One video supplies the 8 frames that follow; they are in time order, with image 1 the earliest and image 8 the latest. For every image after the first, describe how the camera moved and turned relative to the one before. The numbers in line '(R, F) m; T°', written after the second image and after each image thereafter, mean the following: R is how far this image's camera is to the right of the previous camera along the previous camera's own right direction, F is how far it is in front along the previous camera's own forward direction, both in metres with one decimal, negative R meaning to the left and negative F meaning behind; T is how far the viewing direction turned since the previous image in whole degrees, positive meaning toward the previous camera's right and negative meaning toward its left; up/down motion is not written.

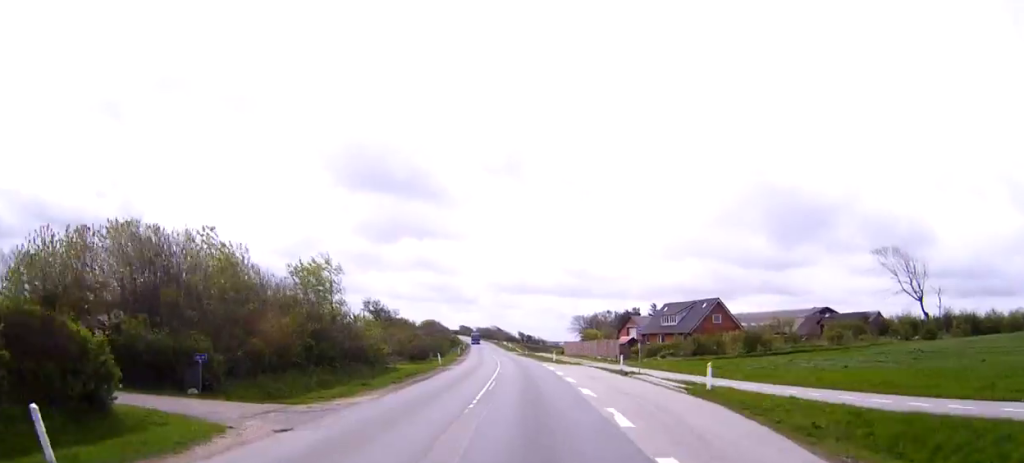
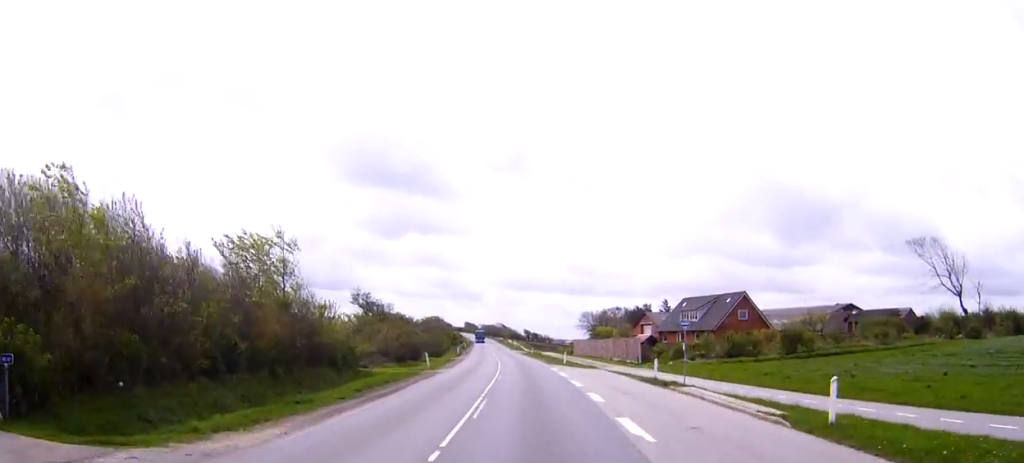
(-0.2, +10.1) m; -1°
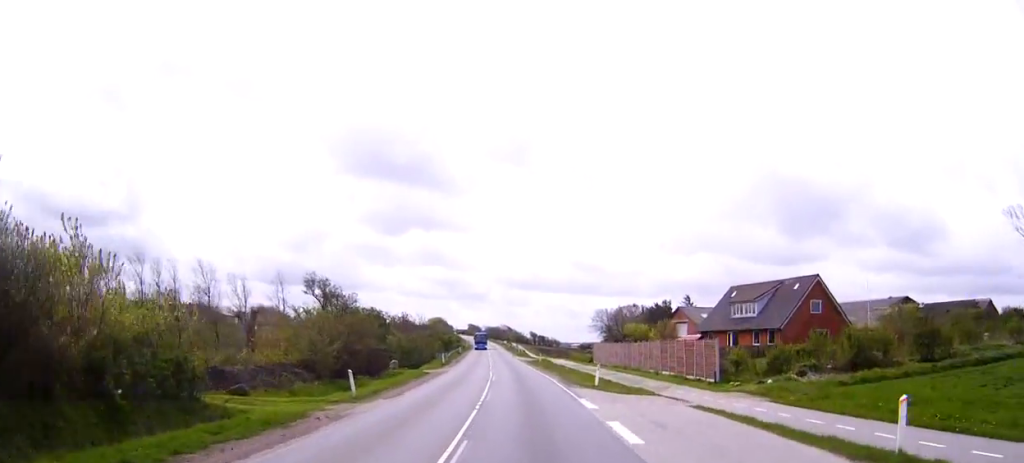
(-0.2, +22.7) m; -1°
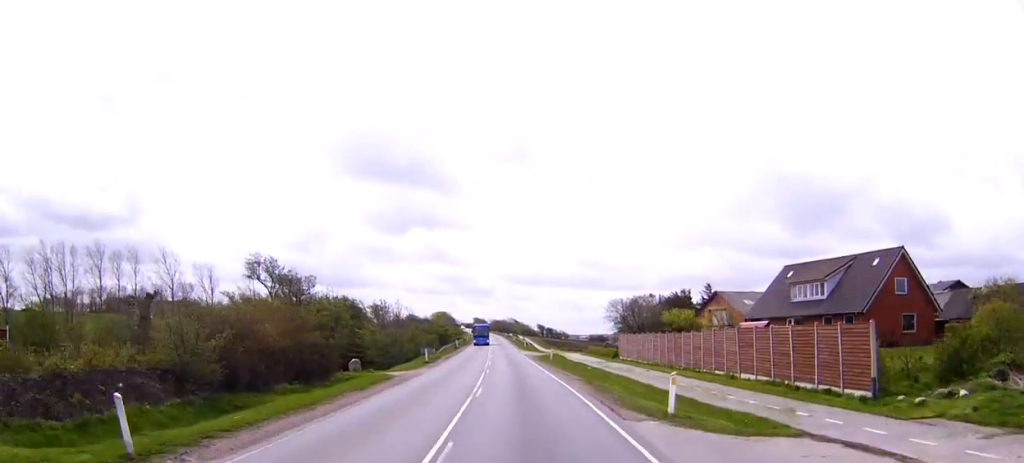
(-0.1, +16.6) m; 0°
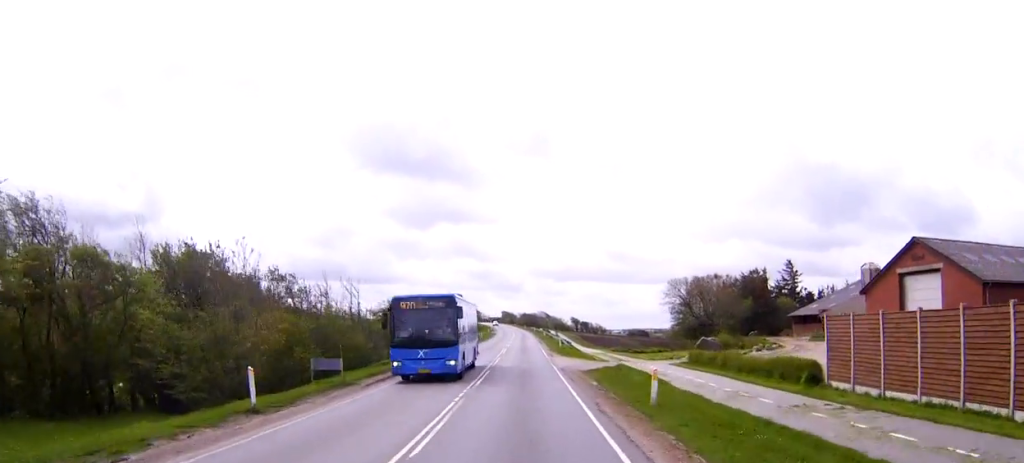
(-0.4, +40.4) m; -2°
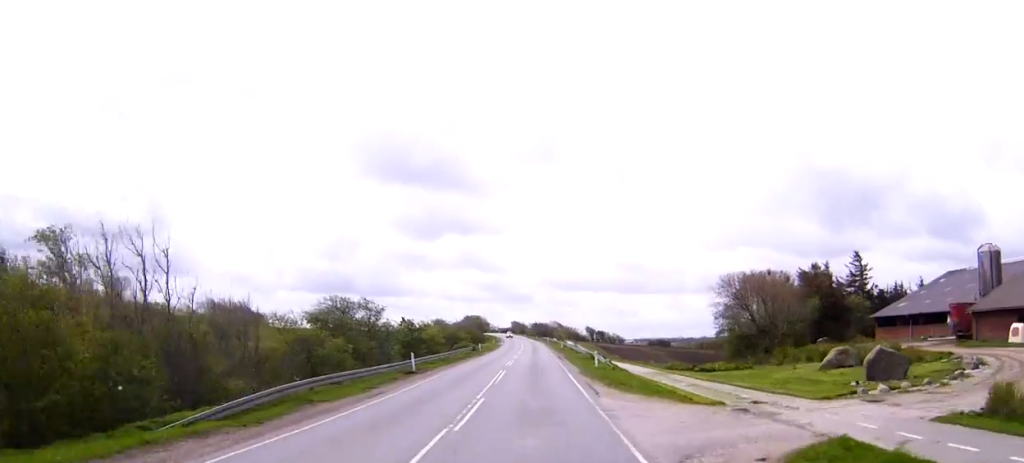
(-0.3, +27.1) m; -1°
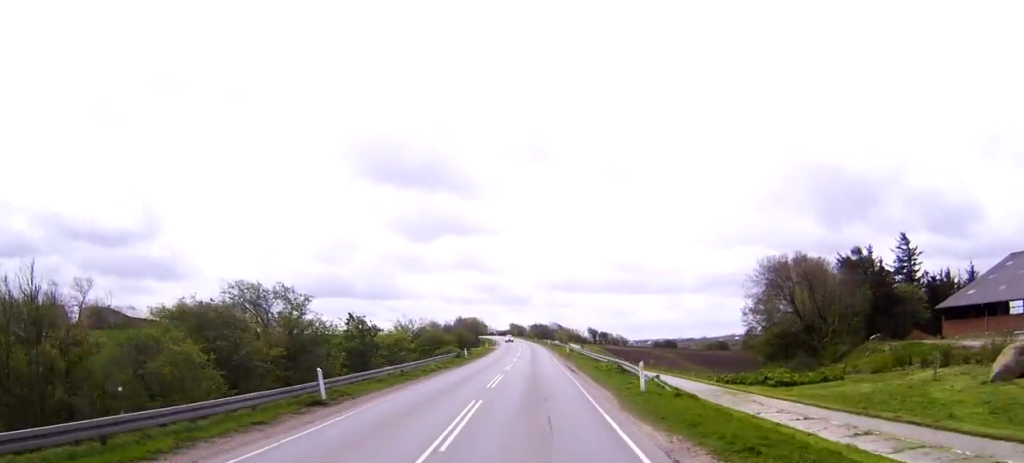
(0.0, +17.4) m; 0°
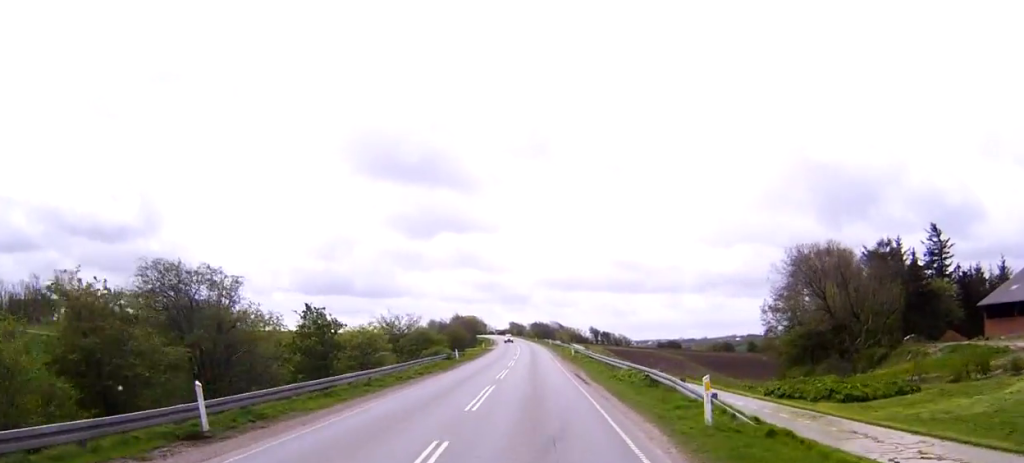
(0.0, +8.8) m; 0°
